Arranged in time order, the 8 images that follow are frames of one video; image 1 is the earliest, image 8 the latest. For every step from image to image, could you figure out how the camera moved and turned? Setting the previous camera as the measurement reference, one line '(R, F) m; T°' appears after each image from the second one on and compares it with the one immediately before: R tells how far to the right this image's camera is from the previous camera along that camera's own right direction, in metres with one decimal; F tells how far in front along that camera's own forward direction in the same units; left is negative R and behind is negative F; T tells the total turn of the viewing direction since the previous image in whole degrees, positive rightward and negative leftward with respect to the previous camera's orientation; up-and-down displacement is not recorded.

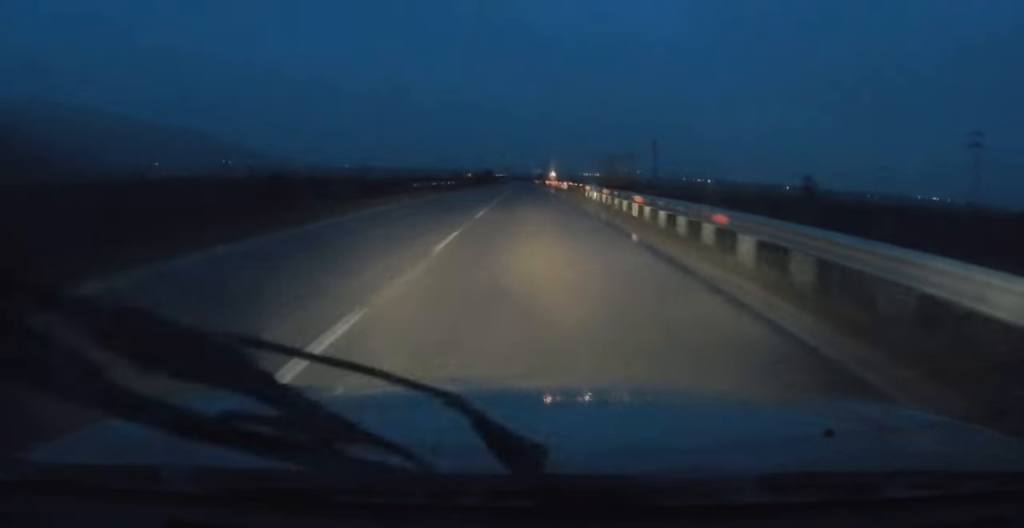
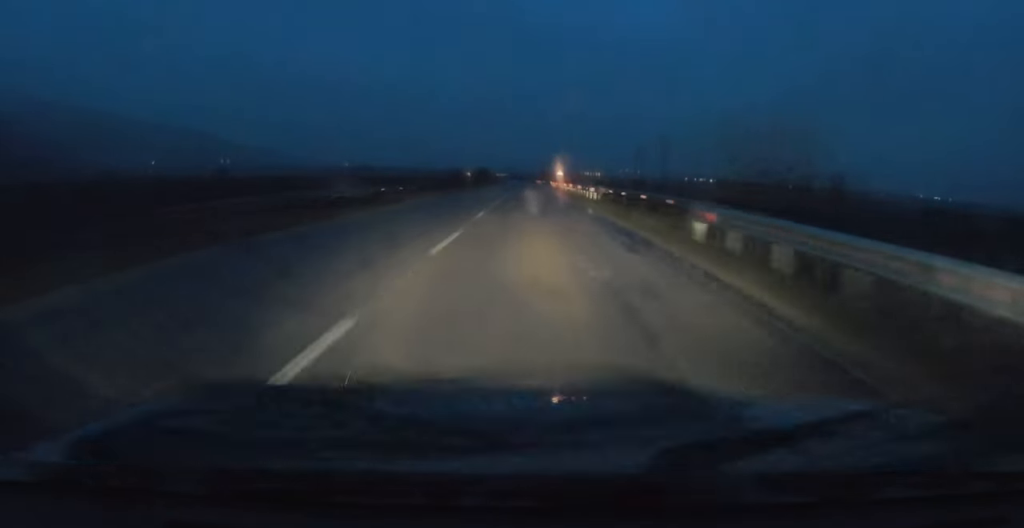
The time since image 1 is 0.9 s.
(-0.1, +23.4) m; -1°
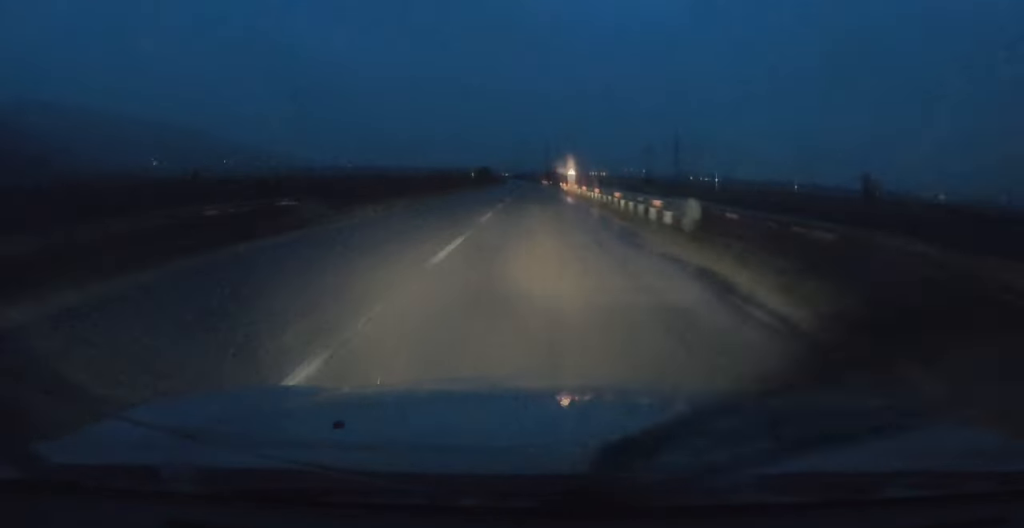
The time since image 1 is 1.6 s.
(-0.1, +15.9) m; 0°
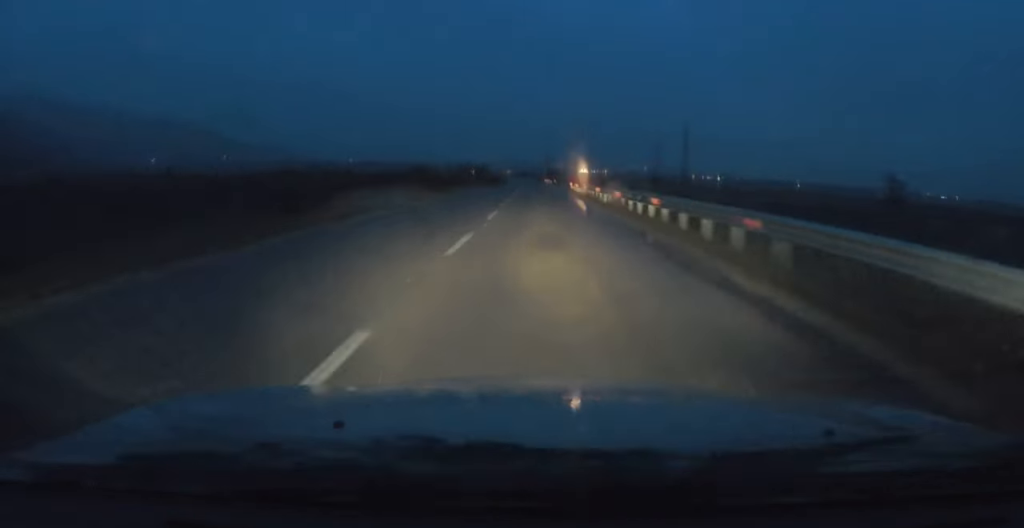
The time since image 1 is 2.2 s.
(0.0, +15.1) m; 0°
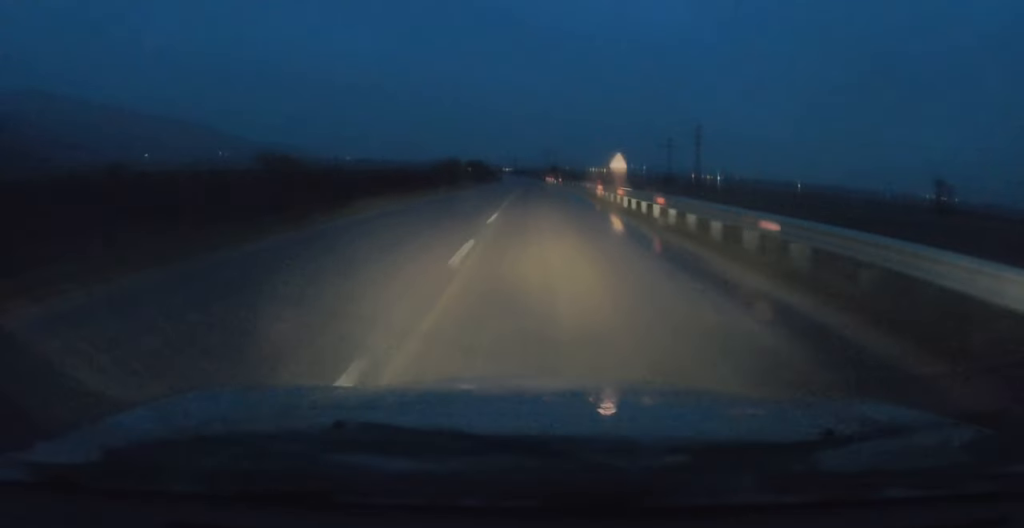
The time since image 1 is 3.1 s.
(+0.2, +24.4) m; 0°
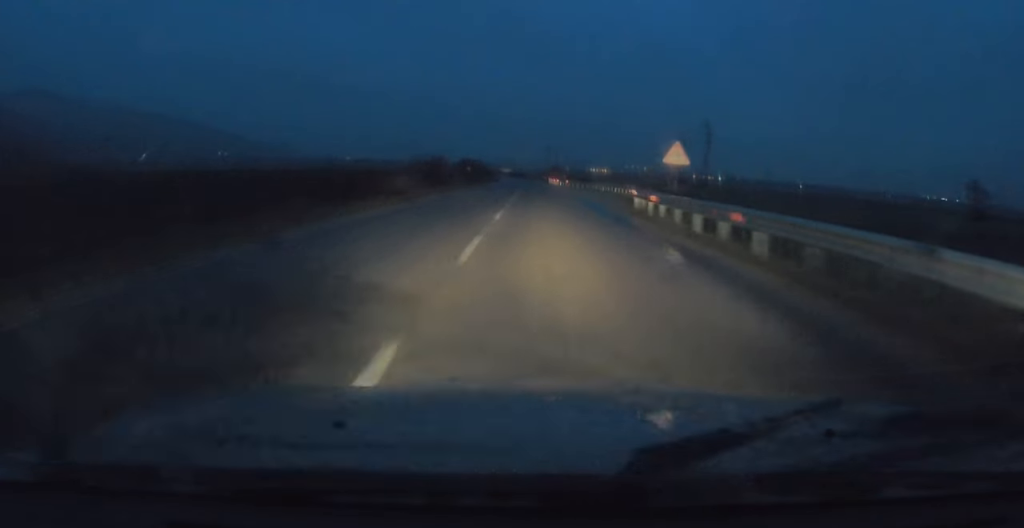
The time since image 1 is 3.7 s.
(0.0, +14.4) m; 0°
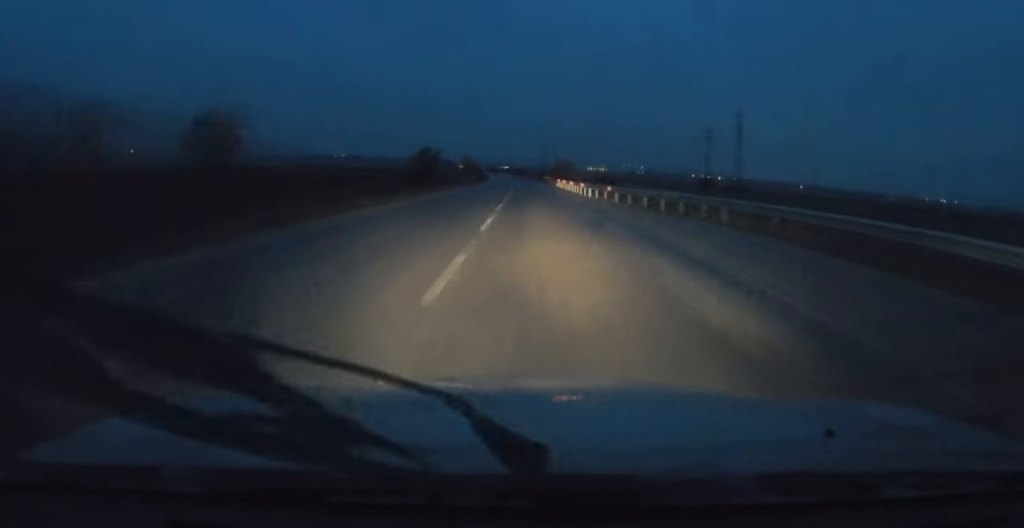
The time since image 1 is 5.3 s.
(+0.1, +41.6) m; -1°
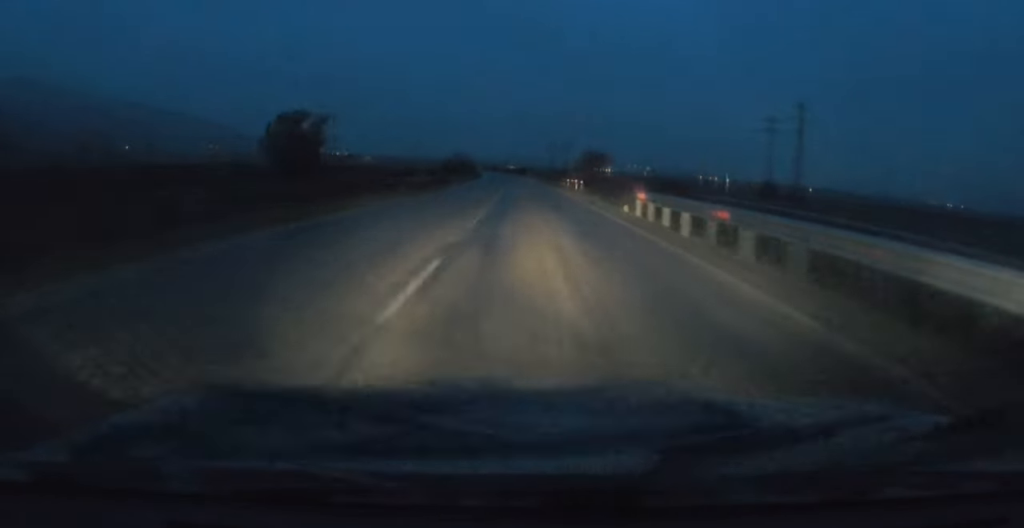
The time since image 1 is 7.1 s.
(-0.3, +46.2) m; 0°
